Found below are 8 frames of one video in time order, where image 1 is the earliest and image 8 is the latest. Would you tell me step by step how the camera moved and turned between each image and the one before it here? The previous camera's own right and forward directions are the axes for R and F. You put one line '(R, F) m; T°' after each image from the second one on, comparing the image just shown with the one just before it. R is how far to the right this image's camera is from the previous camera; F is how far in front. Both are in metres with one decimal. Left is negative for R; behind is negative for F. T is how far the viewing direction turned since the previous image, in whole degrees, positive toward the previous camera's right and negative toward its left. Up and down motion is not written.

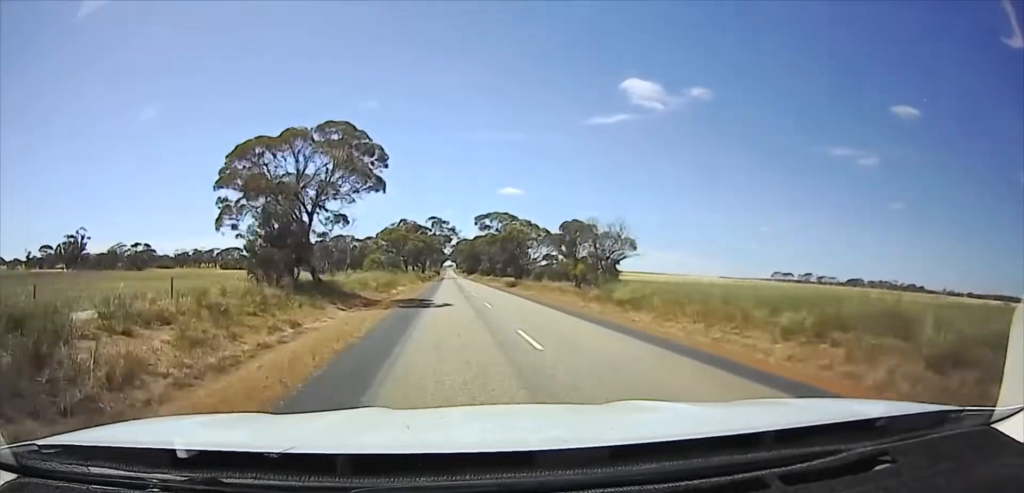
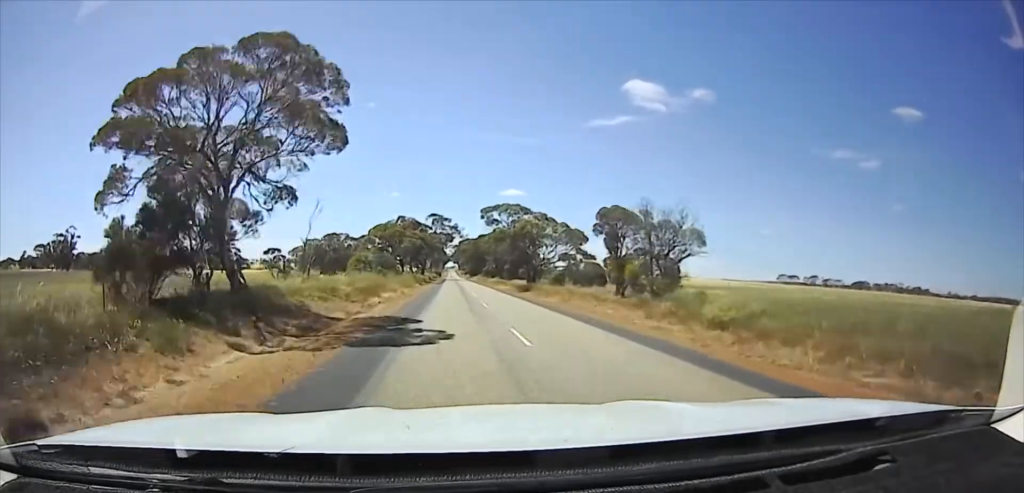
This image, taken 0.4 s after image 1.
(0.0, +11.2) m; 0°
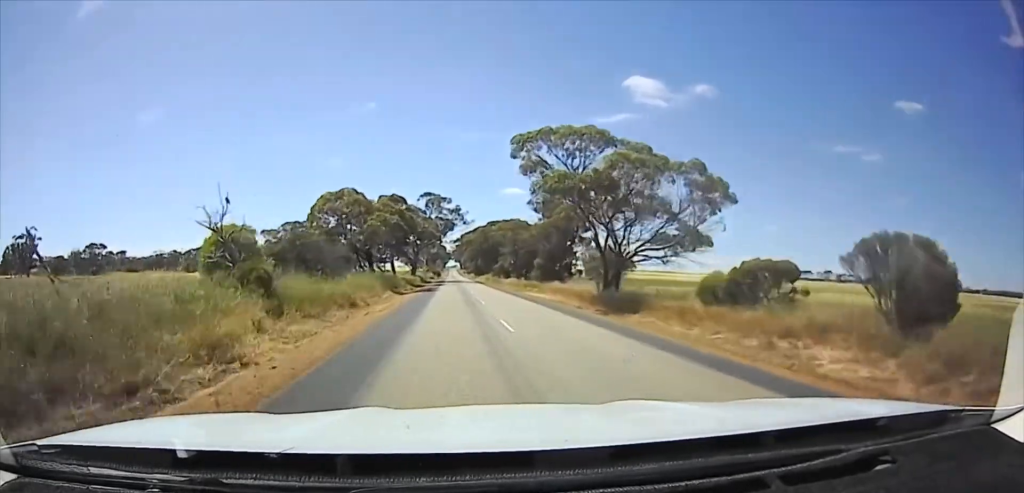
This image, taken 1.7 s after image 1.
(+0.1, +30.9) m; 0°
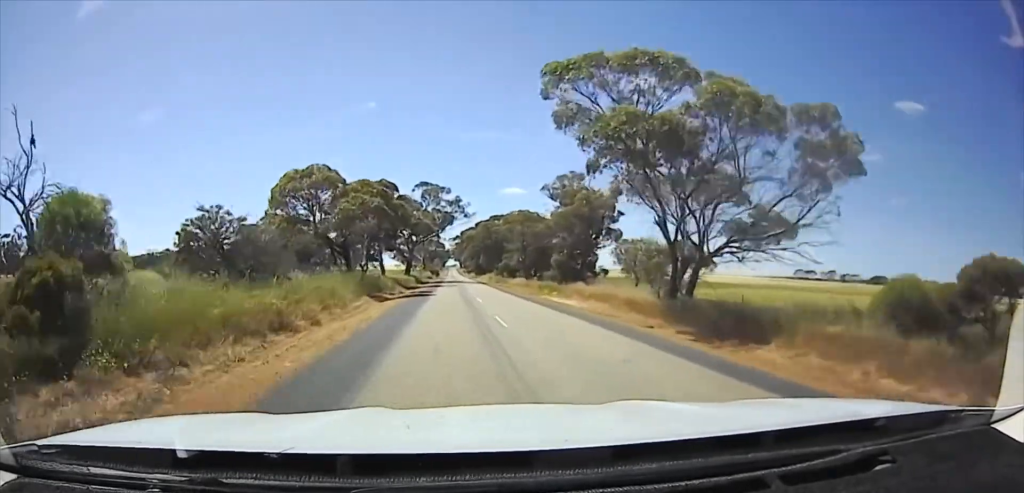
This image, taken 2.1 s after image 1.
(0.0, +9.4) m; 0°
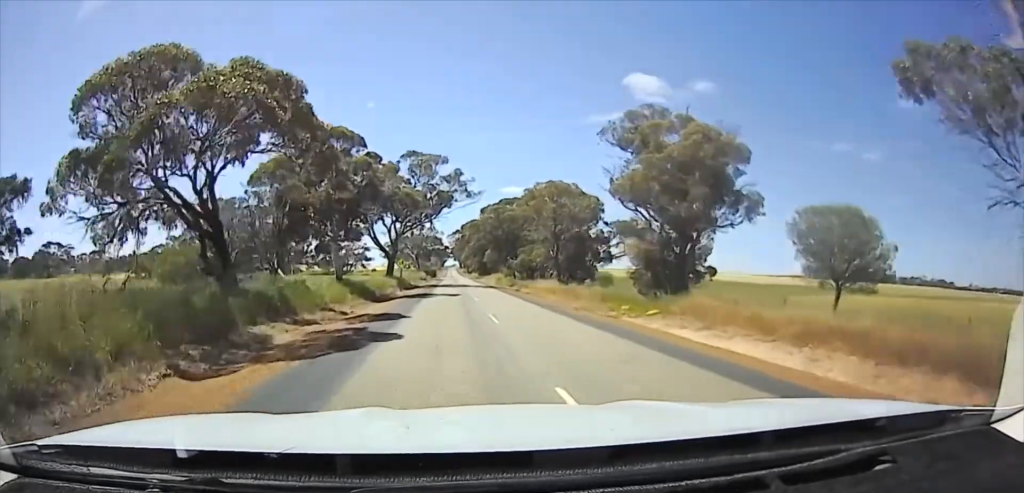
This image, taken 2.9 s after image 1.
(0.0, +18.8) m; 0°
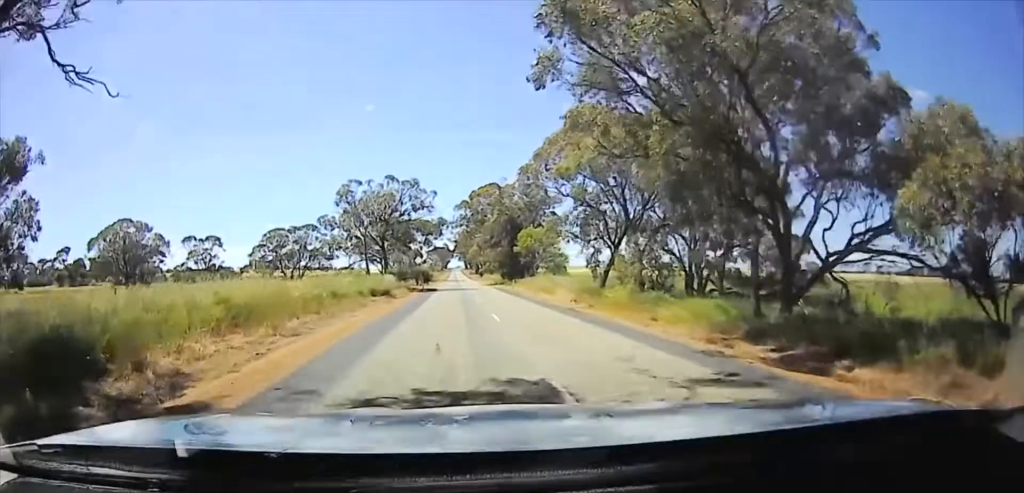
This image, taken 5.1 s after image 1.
(0.0, +46.6) m; 0°
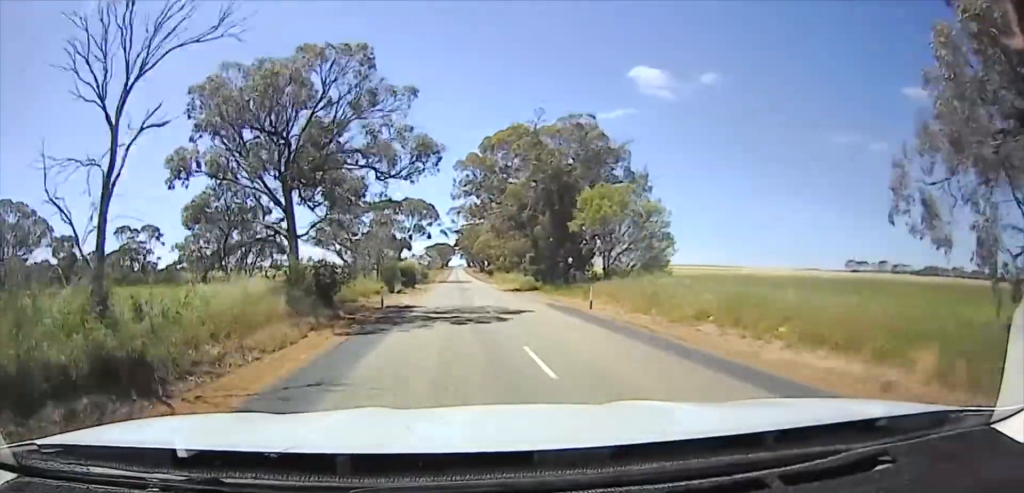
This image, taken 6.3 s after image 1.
(0.0, +27.4) m; 0°
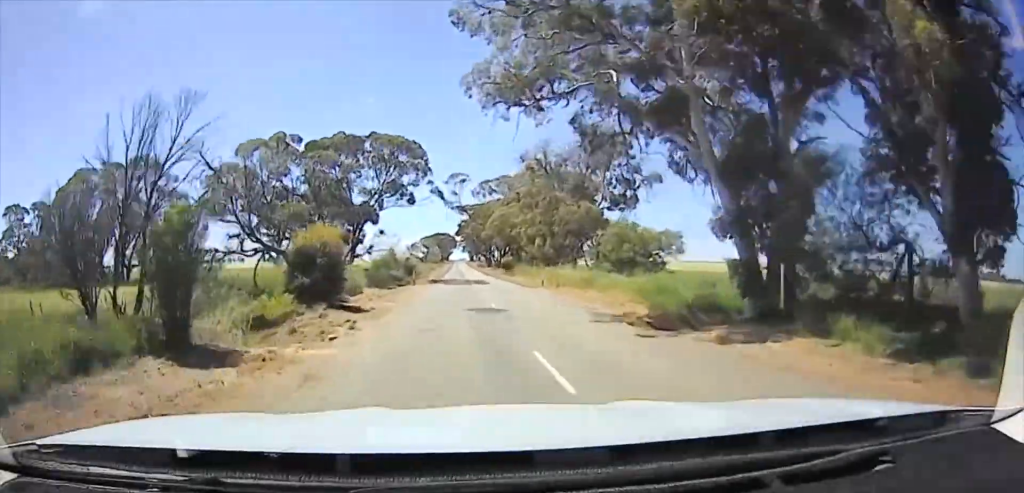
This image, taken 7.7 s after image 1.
(0.0, +34.7) m; 0°
